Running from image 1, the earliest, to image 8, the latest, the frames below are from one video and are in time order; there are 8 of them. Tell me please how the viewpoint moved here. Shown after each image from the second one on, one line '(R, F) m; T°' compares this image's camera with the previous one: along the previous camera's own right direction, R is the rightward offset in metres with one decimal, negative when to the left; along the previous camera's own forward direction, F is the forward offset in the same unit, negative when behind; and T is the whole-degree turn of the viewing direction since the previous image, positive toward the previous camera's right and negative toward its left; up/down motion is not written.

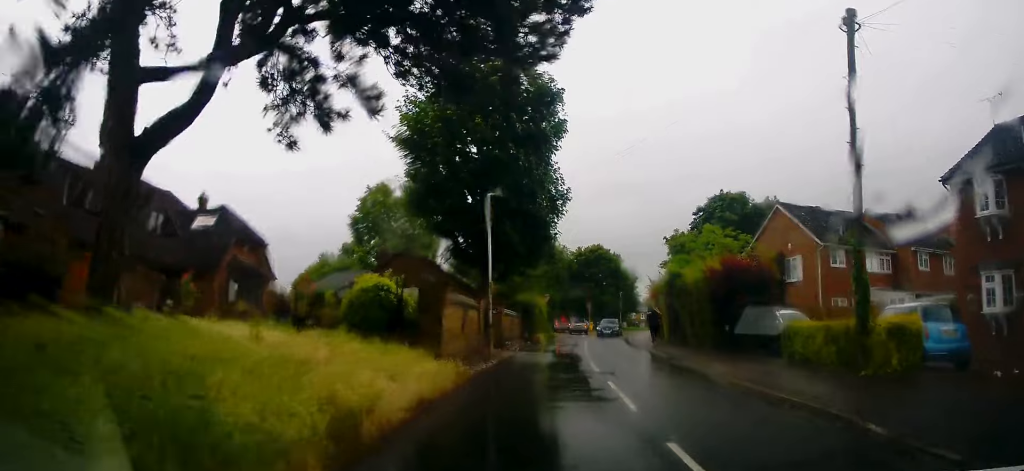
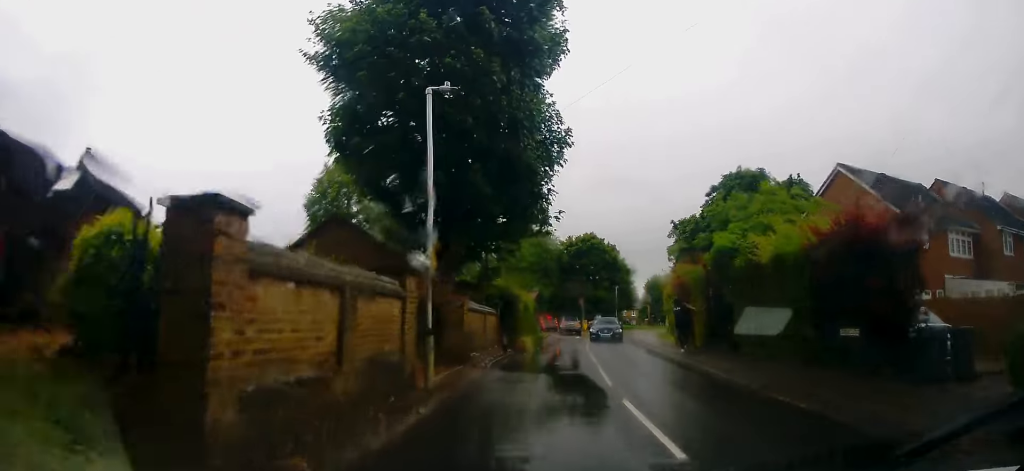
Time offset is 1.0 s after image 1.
(+0.4, +9.1) m; +4°
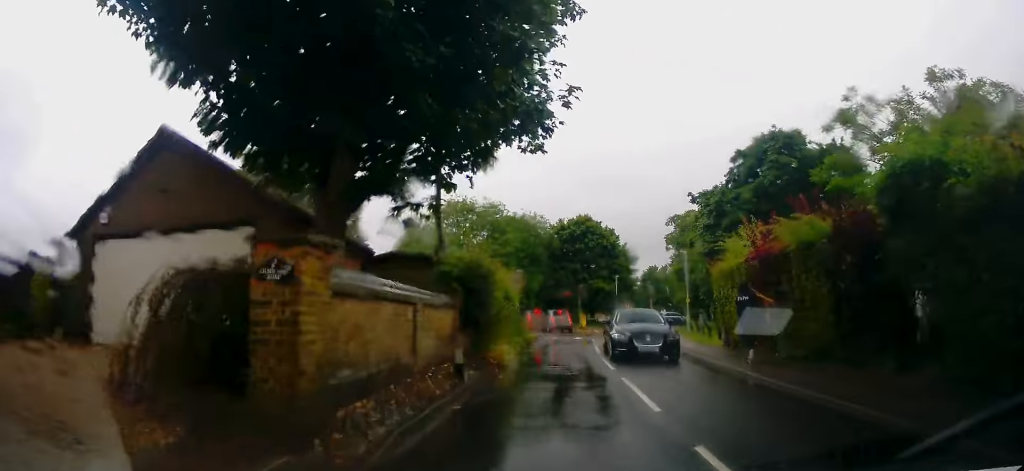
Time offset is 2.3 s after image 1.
(+0.3, +10.7) m; +2°
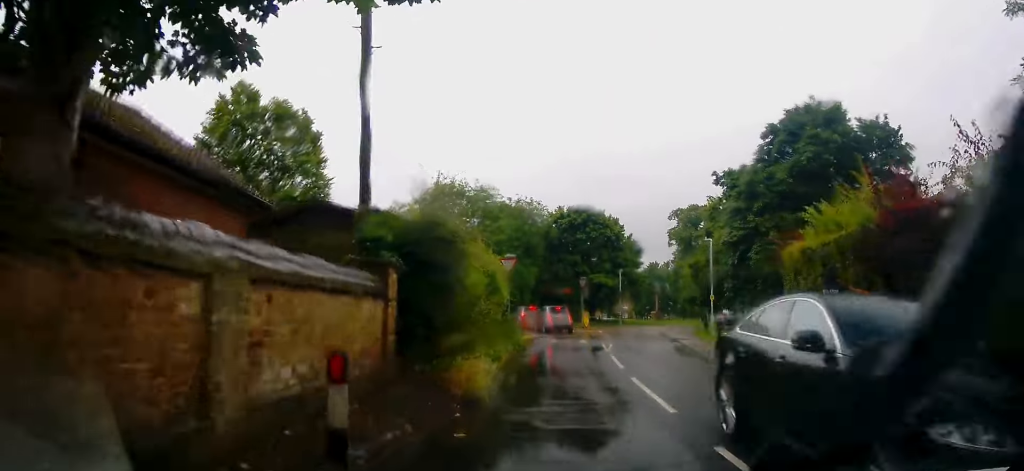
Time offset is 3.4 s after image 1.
(+0.1, +6.8) m; 0°
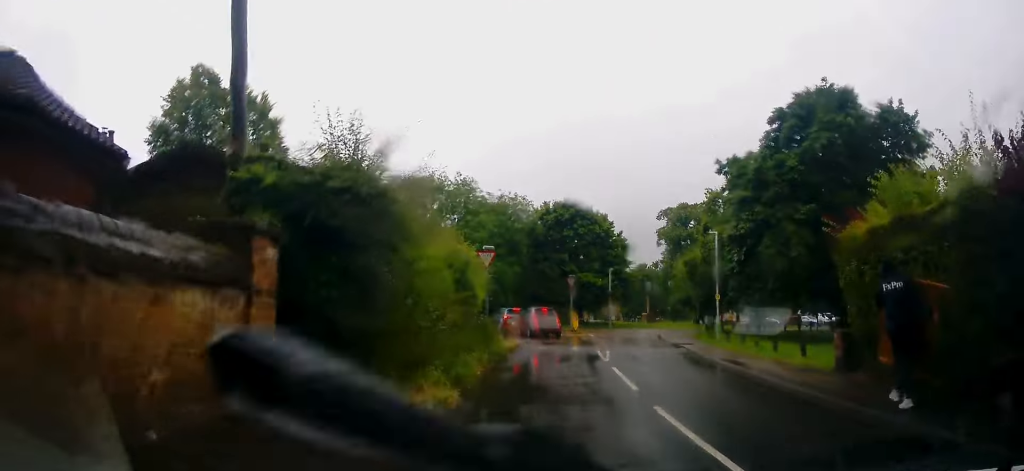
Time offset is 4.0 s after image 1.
(0.0, +3.7) m; 0°
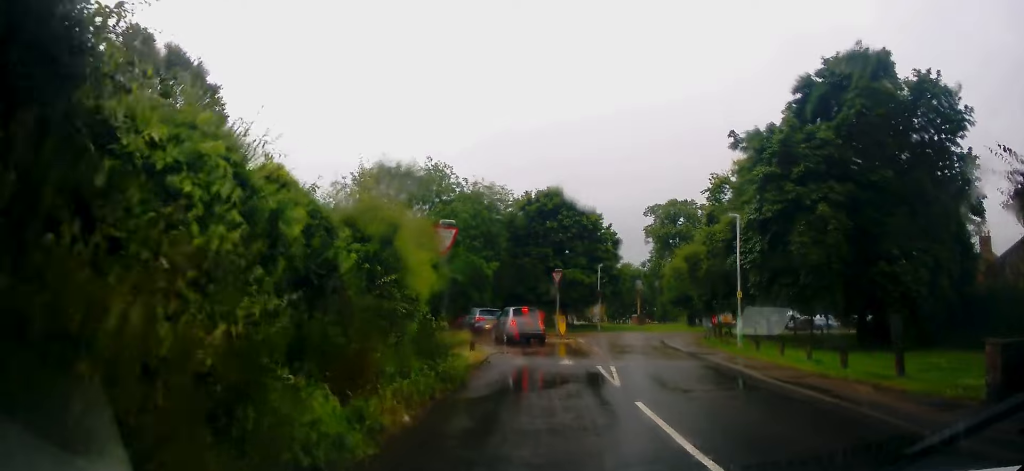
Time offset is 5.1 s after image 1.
(-0.1, +5.7) m; +3°
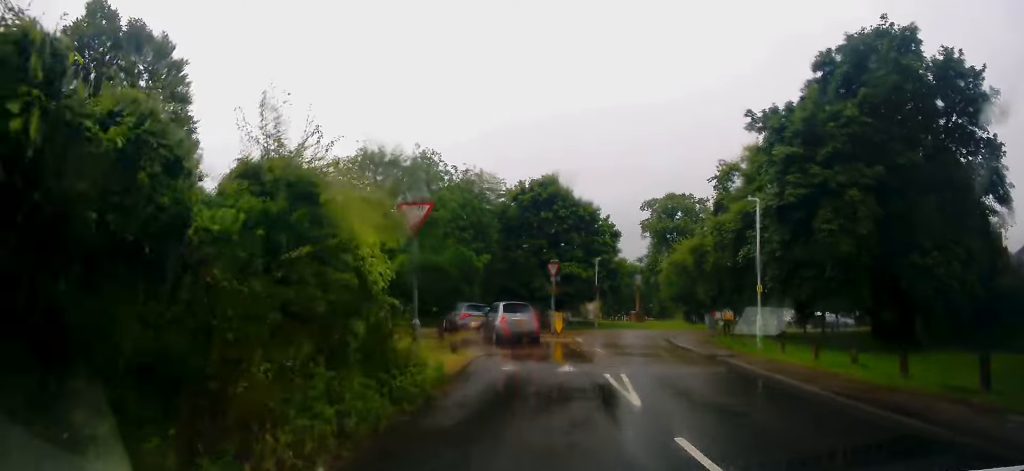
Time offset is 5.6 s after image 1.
(+0.2, +2.8) m; +2°
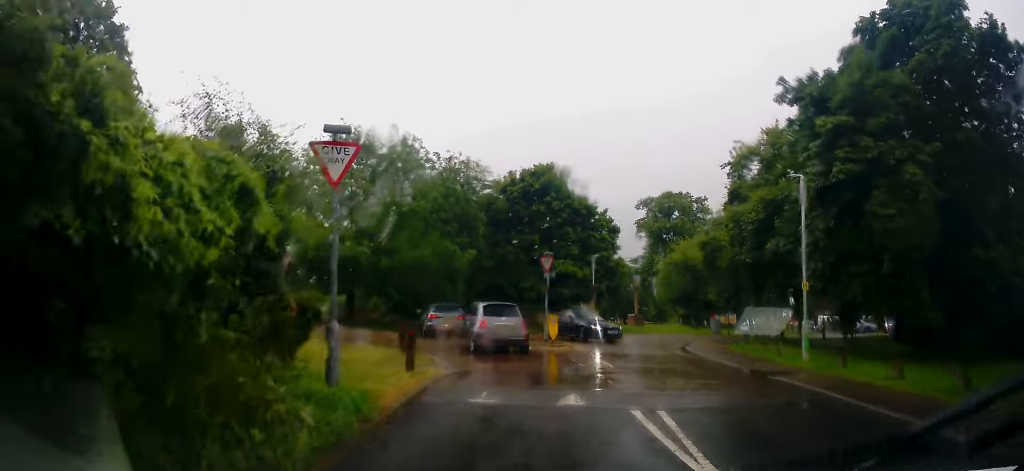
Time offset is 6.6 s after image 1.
(-0.1, +4.6) m; 0°
